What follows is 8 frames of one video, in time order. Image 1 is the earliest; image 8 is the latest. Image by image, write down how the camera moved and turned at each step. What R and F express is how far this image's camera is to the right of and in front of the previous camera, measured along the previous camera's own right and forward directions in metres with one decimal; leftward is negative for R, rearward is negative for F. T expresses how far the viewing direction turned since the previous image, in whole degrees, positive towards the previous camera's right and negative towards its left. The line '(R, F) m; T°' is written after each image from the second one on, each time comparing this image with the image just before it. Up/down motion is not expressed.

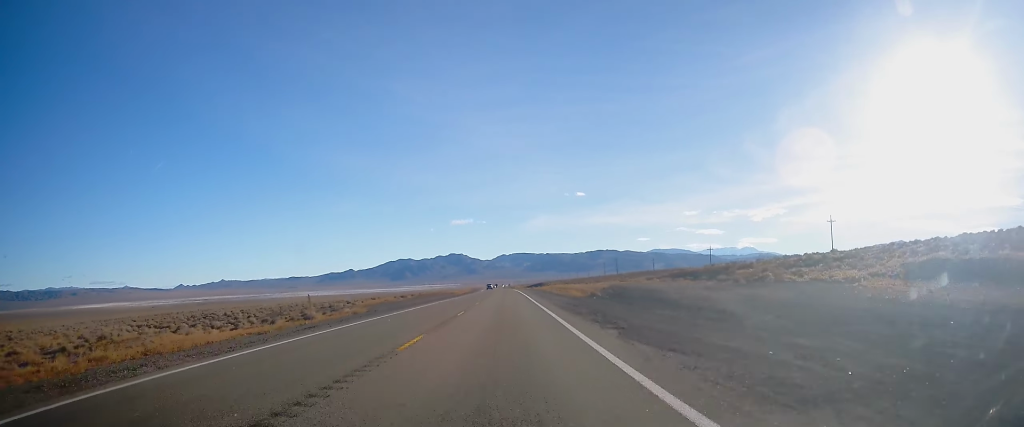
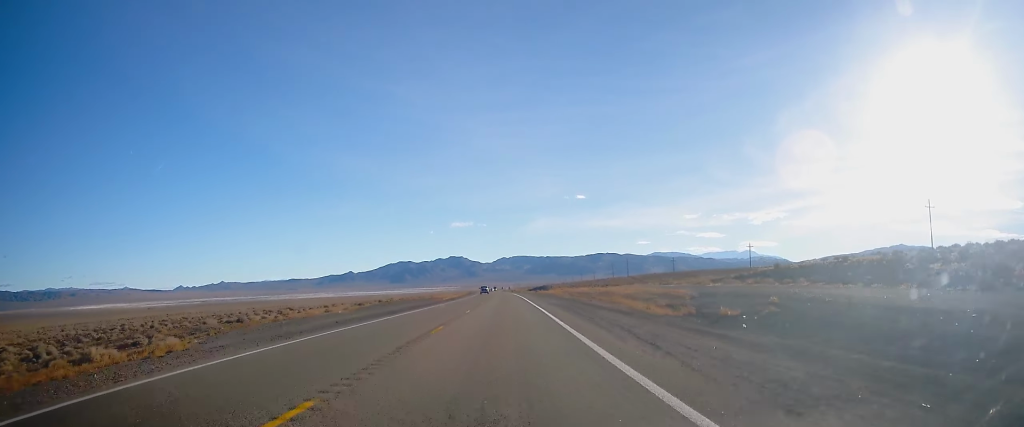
(+0.4, +32.3) m; 0°
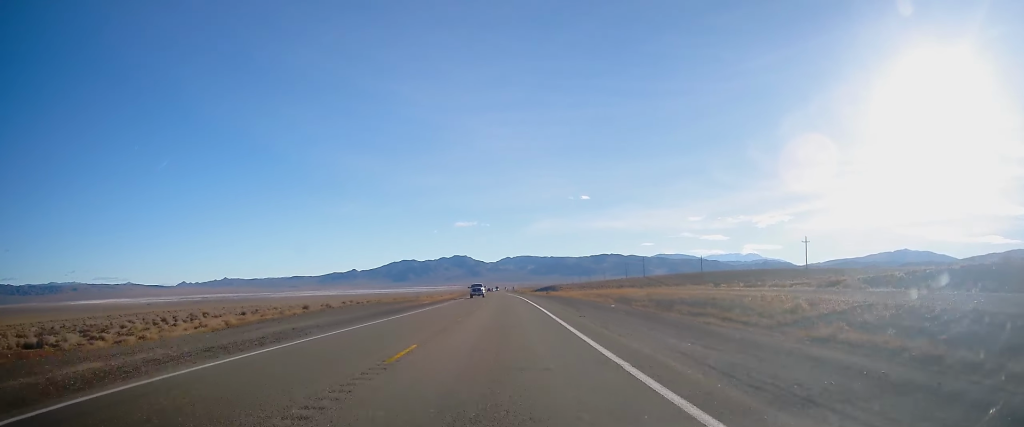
(-0.3, +30.3) m; -1°
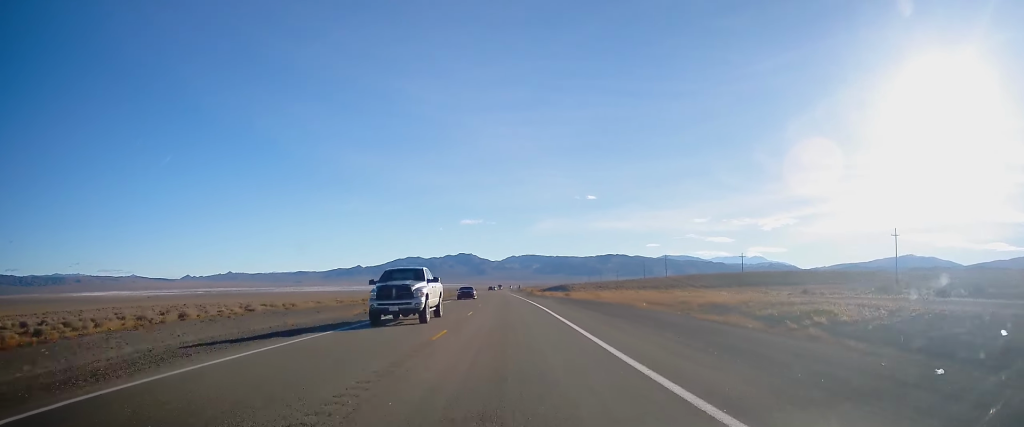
(0.0, +33.0) m; -1°
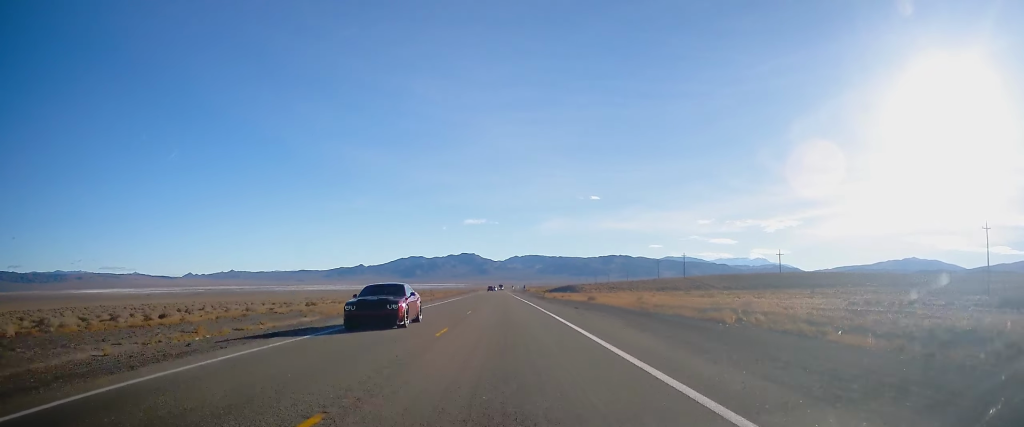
(-0.3, +23.8) m; 0°
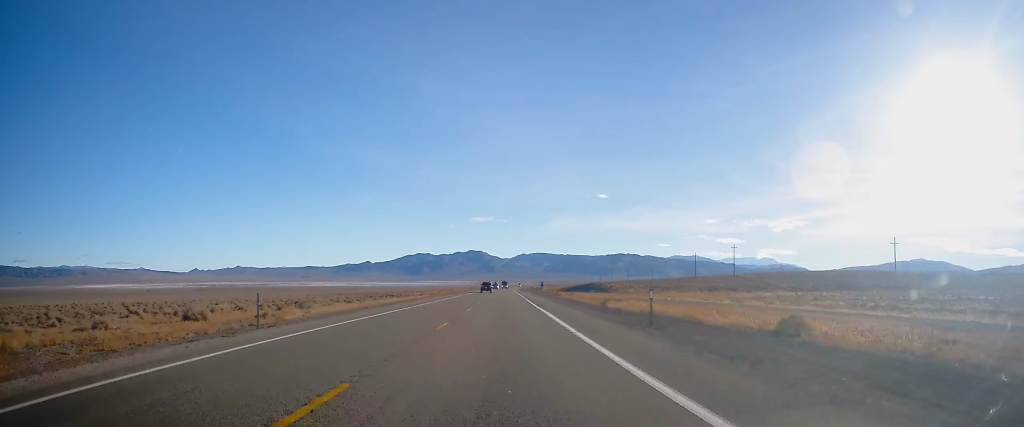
(+0.2, +47.7) m; 0°
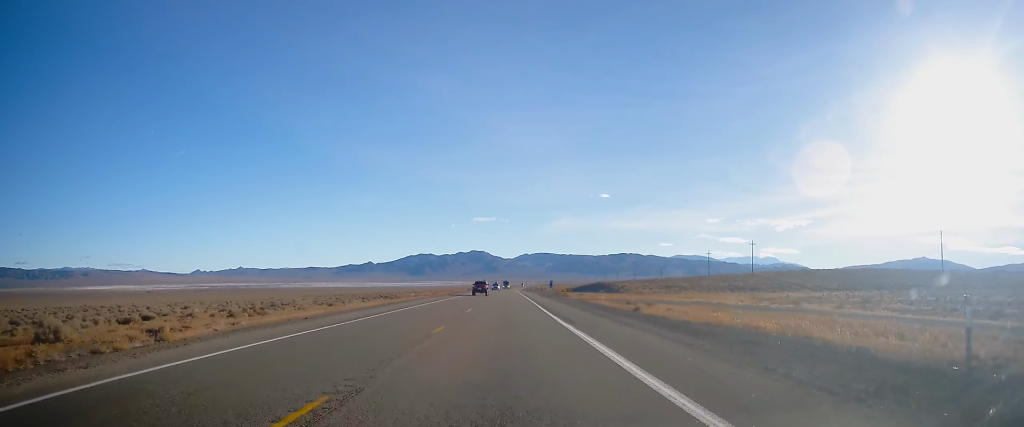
(-0.2, +13.6) m; 0°
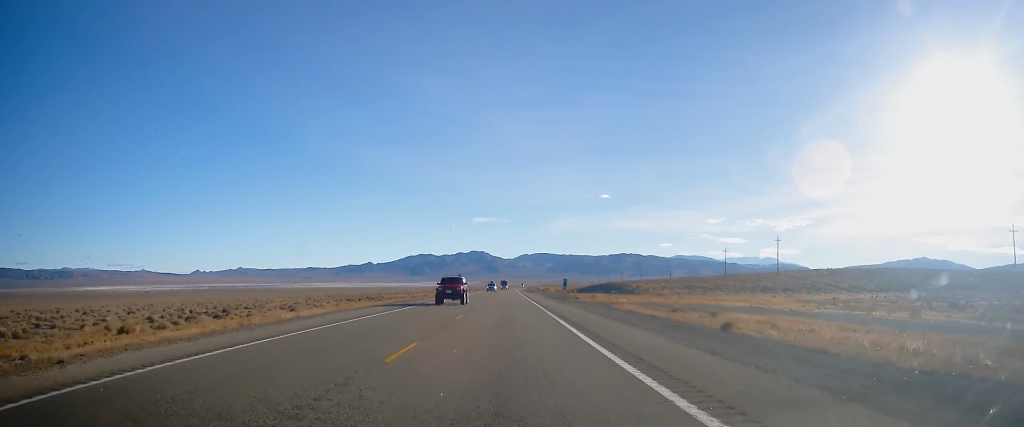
(-0.1, +18.1) m; 0°
